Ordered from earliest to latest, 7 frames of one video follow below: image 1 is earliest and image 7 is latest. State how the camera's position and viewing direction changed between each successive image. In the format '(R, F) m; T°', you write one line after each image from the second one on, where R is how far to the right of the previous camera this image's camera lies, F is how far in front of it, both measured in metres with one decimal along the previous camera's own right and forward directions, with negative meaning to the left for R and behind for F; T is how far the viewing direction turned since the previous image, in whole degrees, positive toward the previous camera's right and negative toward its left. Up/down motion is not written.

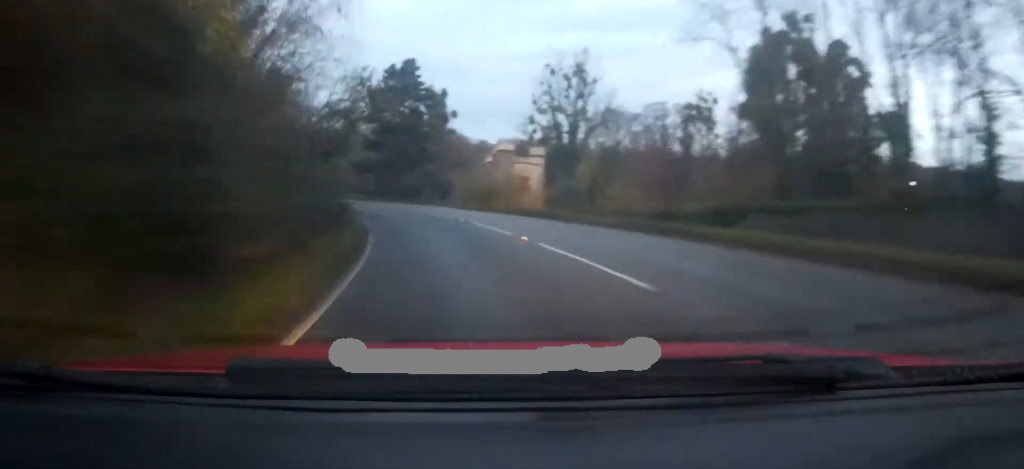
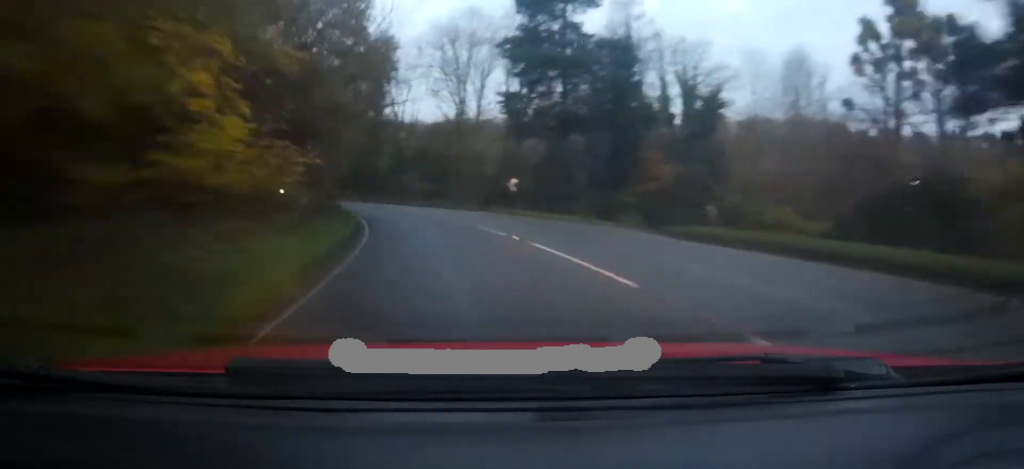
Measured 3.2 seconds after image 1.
(-16.6, +61.4) m; -35°
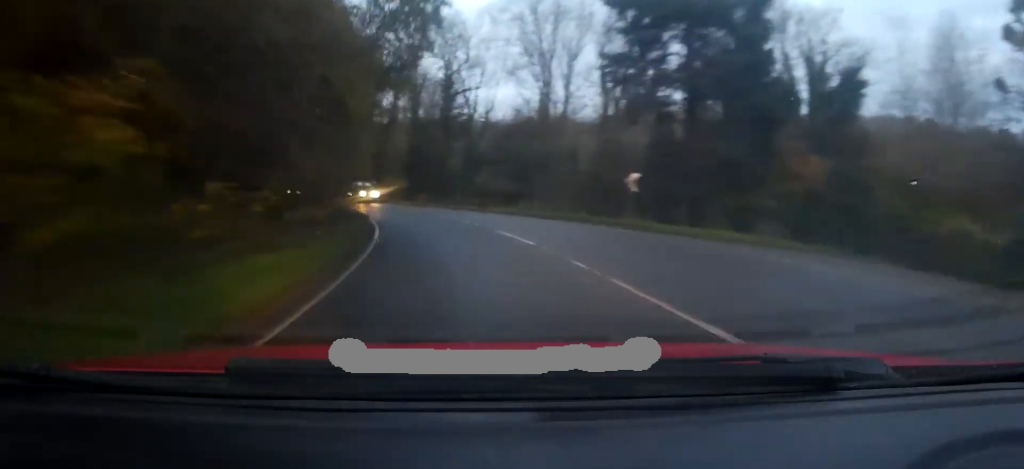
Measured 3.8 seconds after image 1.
(-1.1, +12.1) m; -8°
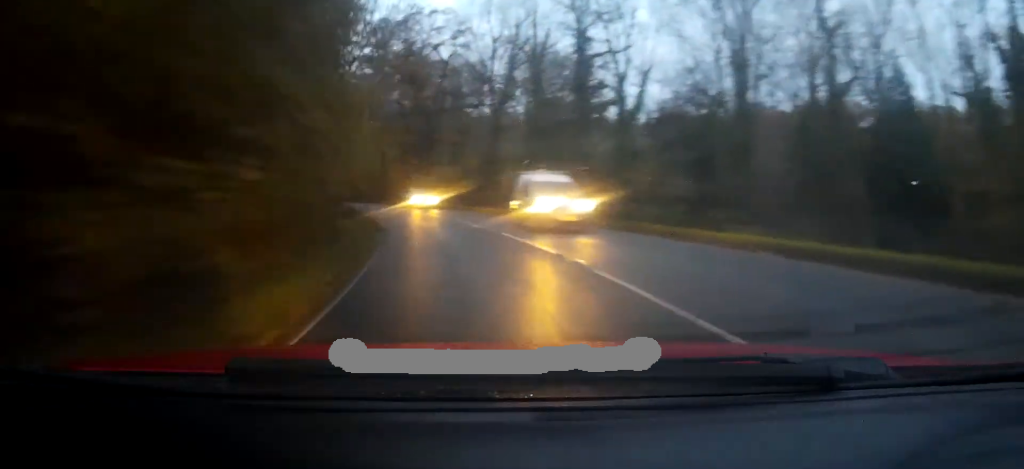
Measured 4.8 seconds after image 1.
(-2.3, +19.7) m; -11°
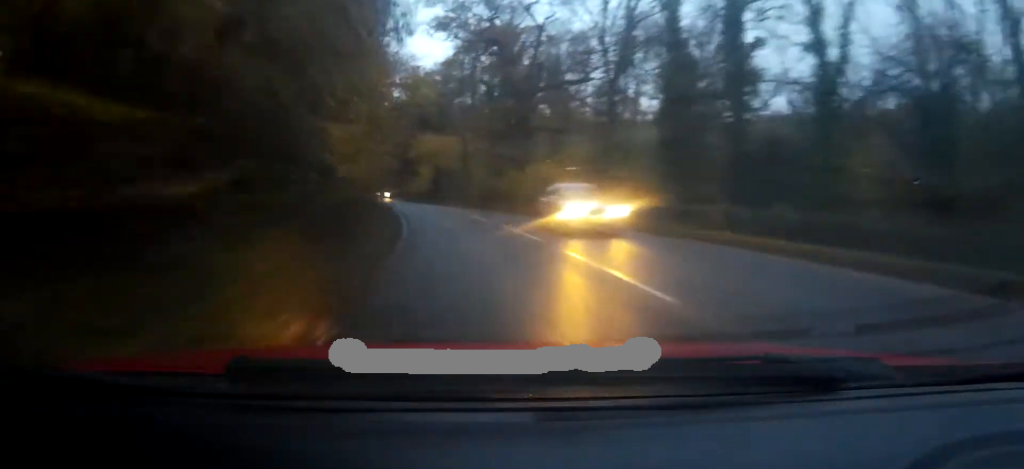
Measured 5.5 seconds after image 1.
(-1.0, +14.6) m; -5°
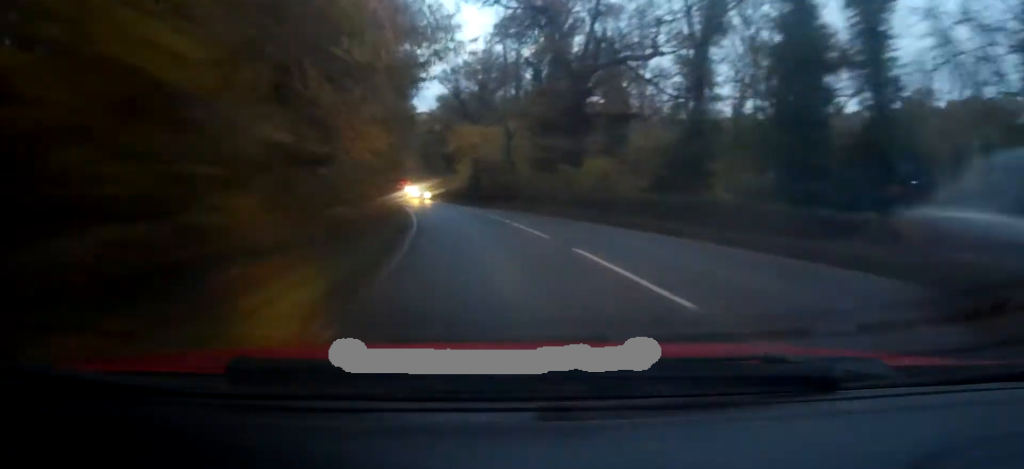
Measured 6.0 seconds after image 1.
(+0.1, +9.3) m; -2°
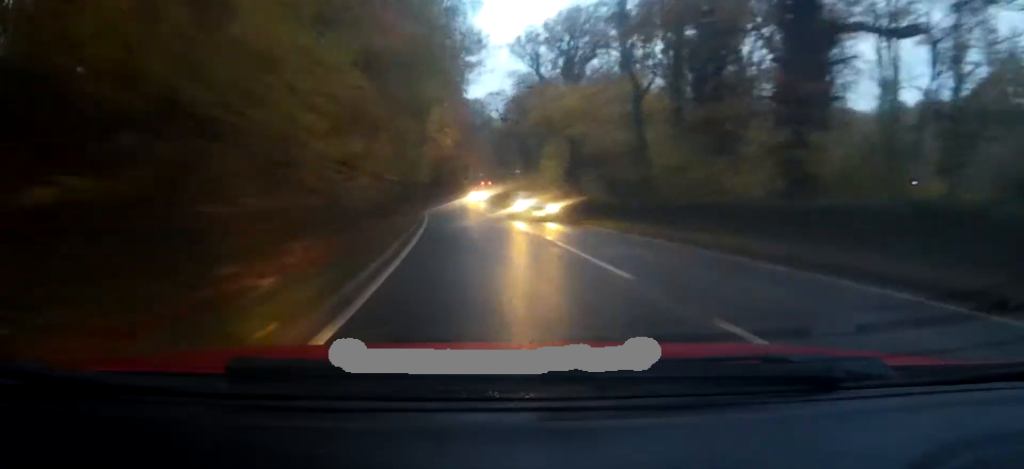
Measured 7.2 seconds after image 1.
(-1.7, +24.7) m; -7°
